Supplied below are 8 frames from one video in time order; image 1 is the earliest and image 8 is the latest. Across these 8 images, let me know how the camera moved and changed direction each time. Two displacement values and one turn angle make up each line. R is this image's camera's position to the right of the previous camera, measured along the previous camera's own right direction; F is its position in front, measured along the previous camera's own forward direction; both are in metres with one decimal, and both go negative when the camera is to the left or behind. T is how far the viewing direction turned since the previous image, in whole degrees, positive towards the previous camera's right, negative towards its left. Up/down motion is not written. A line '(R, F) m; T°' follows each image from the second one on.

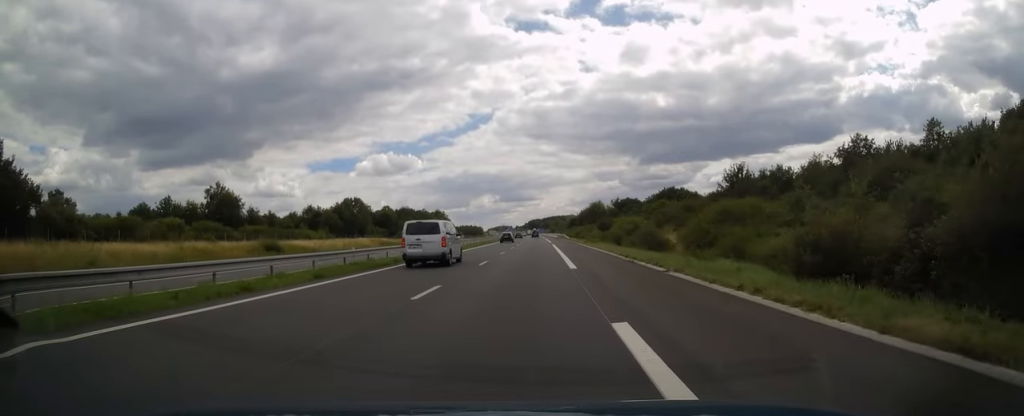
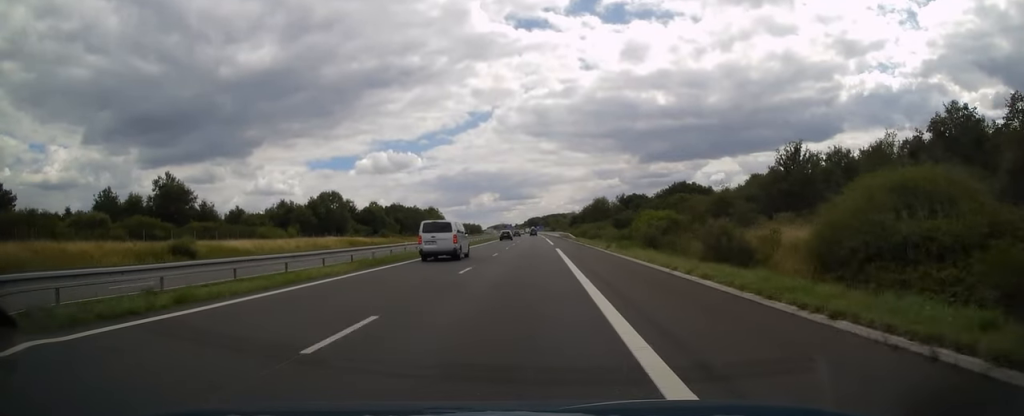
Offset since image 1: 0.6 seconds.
(0.0, +18.7) m; 0°
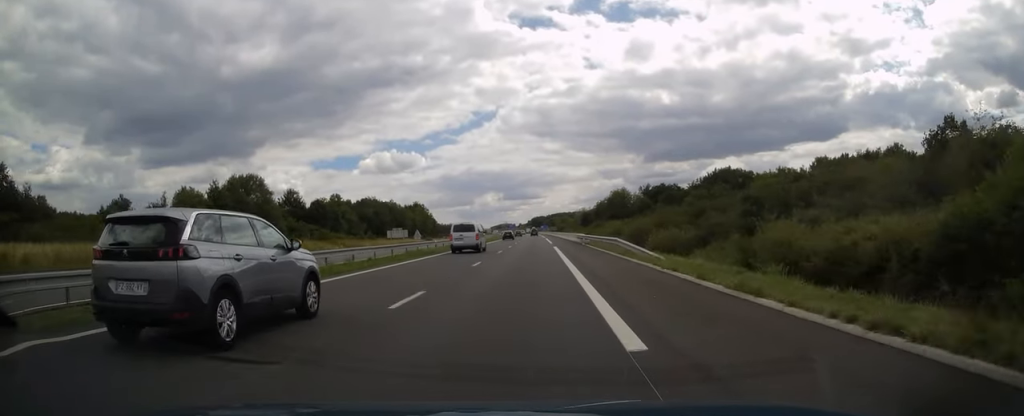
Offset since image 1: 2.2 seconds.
(-0.1, +47.6) m; 0°
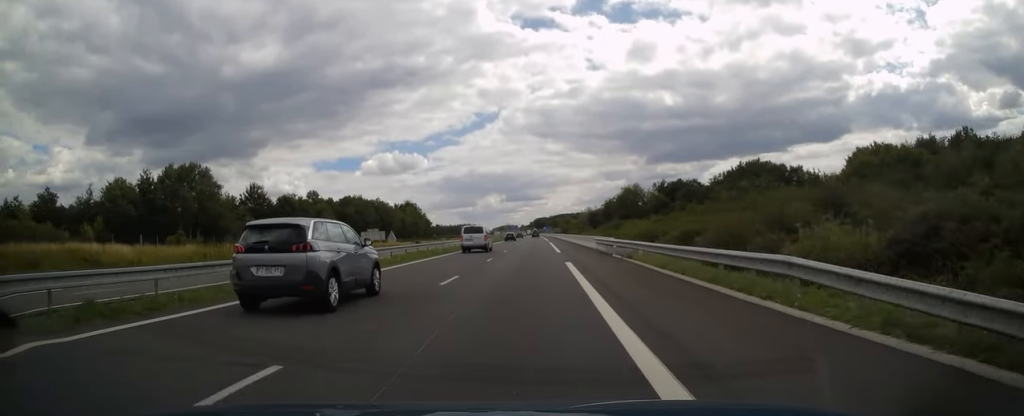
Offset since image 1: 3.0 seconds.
(0.0, +20.6) m; 0°
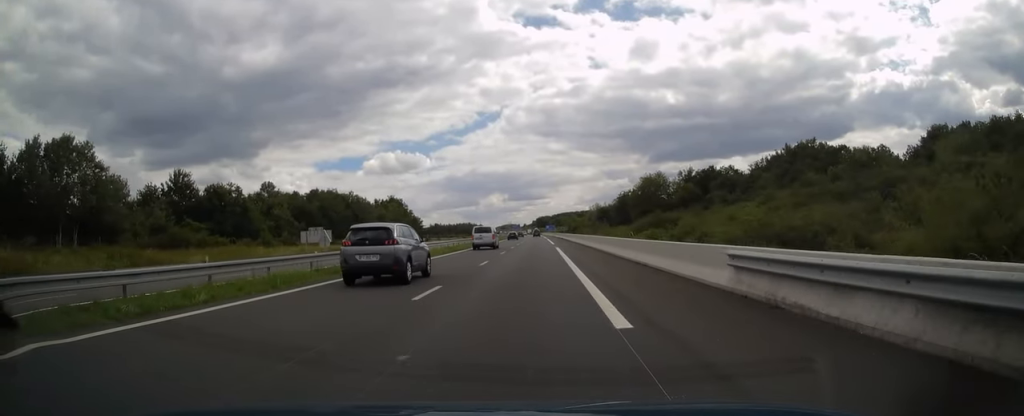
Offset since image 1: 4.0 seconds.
(-0.1, +29.5) m; 0°
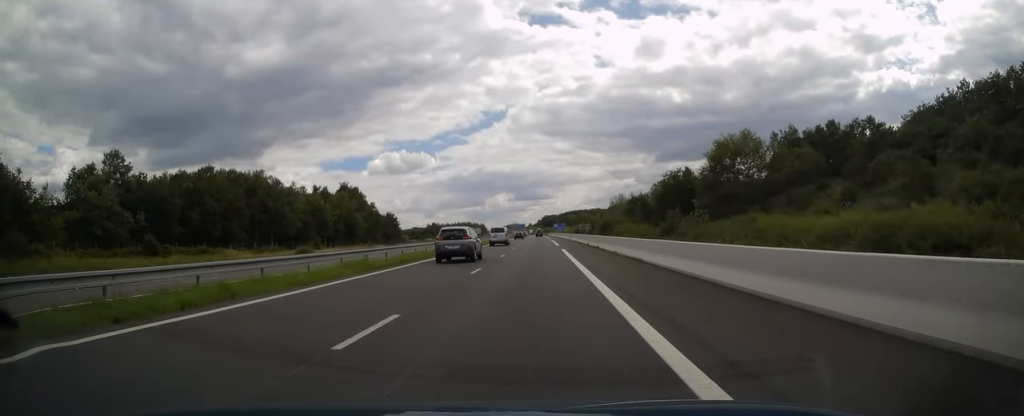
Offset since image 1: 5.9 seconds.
(-0.4, +57.1) m; -1°
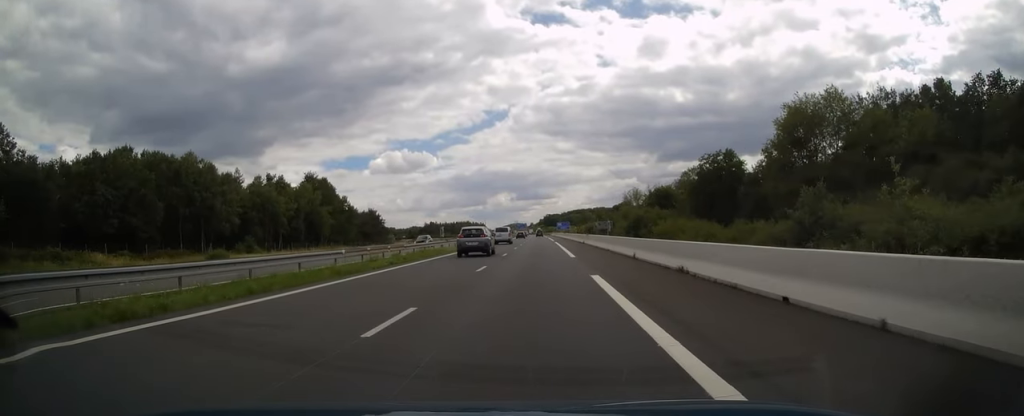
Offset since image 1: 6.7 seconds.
(0.0, +25.0) m; 0°
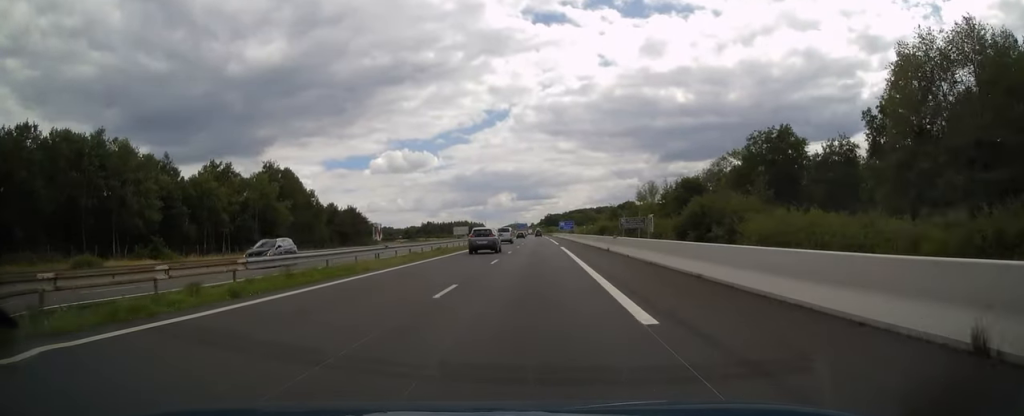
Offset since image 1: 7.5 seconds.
(0.0, +21.1) m; 0°
